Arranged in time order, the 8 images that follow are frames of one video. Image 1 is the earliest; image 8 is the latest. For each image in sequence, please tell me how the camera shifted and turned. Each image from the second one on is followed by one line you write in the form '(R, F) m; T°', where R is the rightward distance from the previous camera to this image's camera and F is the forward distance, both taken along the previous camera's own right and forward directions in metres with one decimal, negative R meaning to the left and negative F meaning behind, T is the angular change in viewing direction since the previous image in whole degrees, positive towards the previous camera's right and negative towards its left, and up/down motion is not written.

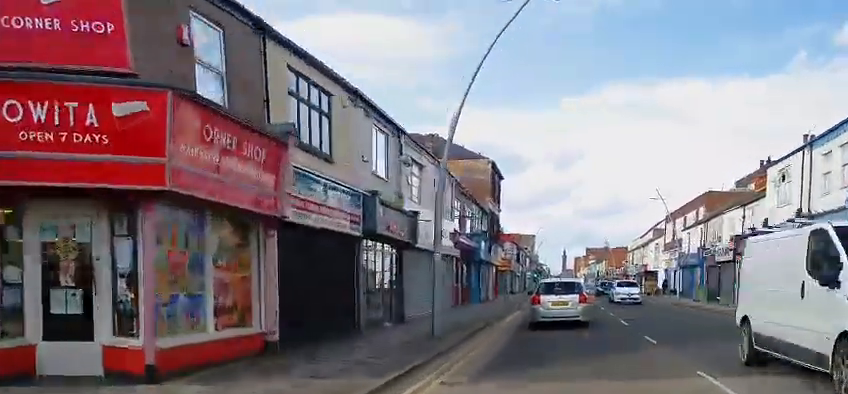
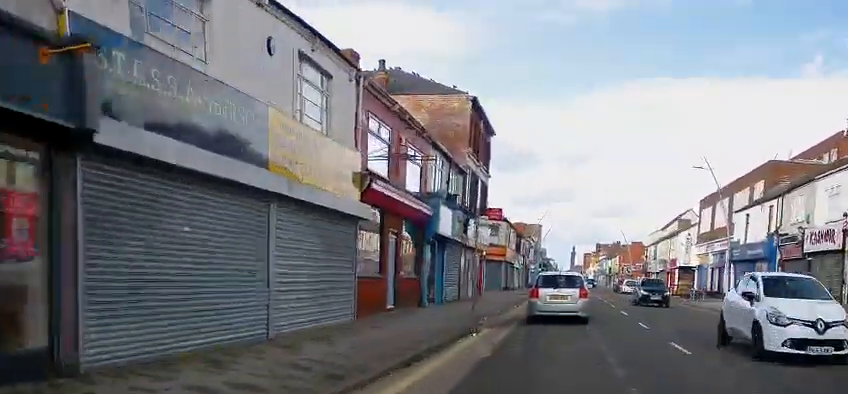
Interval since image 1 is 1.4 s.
(-0.2, +14.9) m; -2°
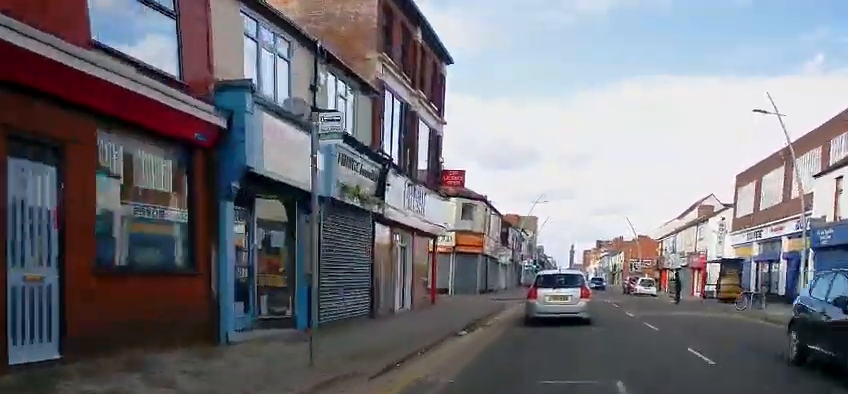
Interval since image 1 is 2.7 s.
(0.0, +13.6) m; 0°
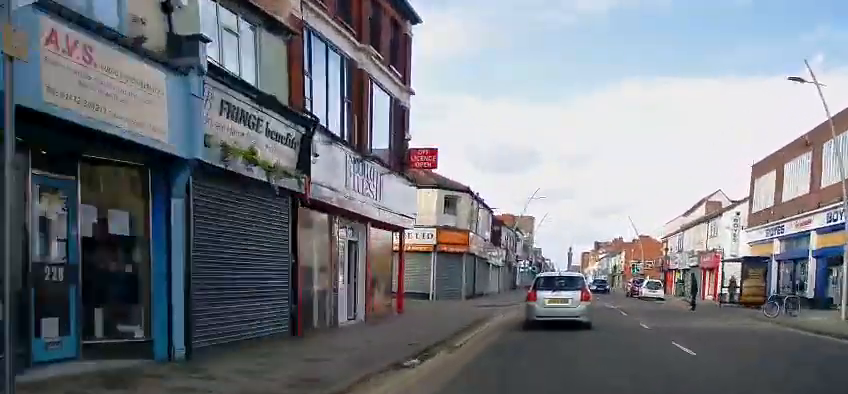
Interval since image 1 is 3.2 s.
(0.0, +4.7) m; 0°
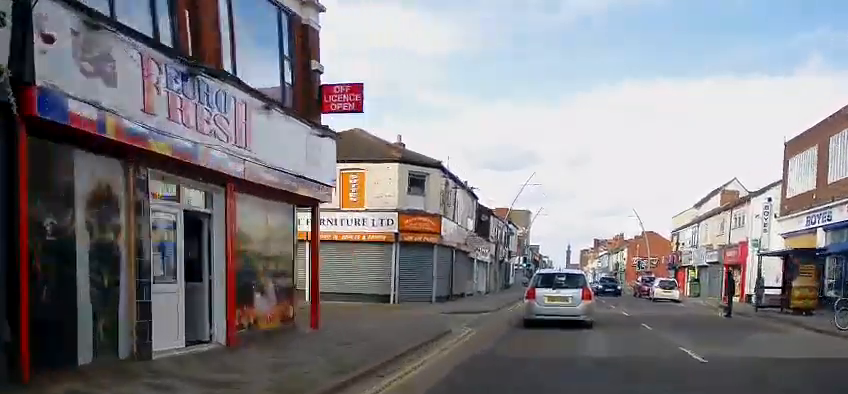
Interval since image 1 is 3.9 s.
(0.0, +7.0) m; 0°
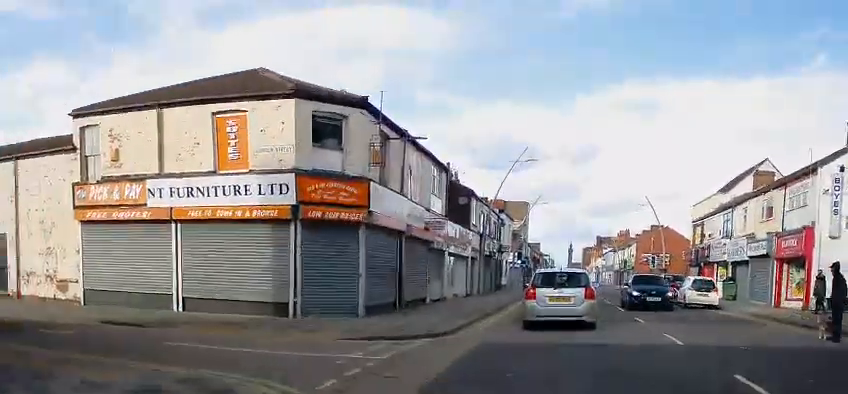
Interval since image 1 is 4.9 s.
(0.0, +9.8) m; 0°
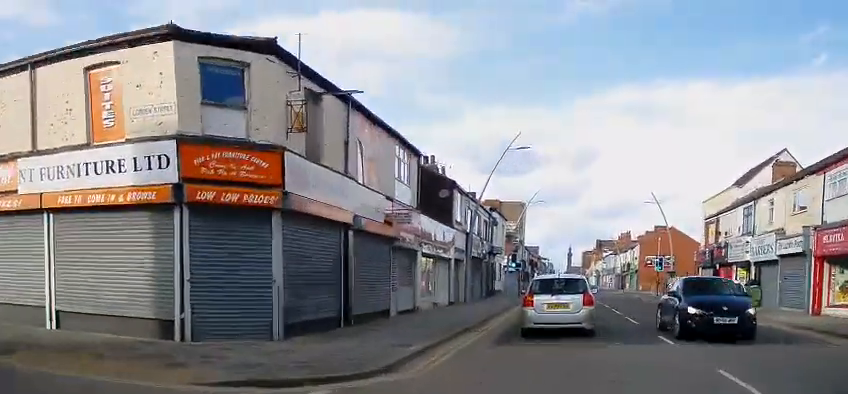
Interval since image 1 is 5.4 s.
(0.0, +5.2) m; 0°
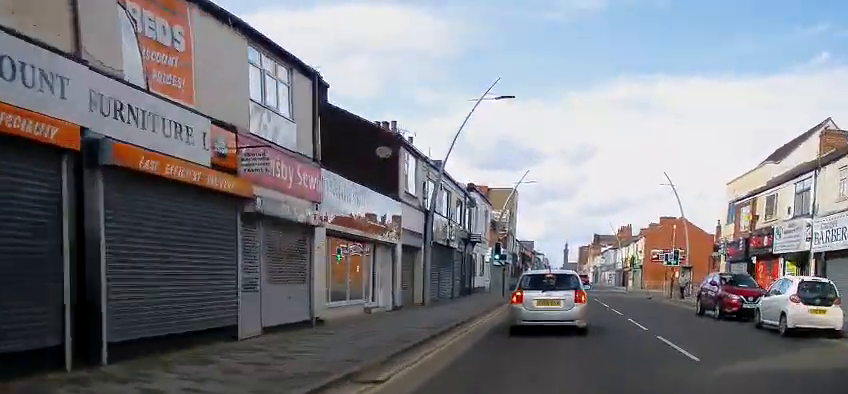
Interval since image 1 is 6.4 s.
(0.0, +9.3) m; 0°
